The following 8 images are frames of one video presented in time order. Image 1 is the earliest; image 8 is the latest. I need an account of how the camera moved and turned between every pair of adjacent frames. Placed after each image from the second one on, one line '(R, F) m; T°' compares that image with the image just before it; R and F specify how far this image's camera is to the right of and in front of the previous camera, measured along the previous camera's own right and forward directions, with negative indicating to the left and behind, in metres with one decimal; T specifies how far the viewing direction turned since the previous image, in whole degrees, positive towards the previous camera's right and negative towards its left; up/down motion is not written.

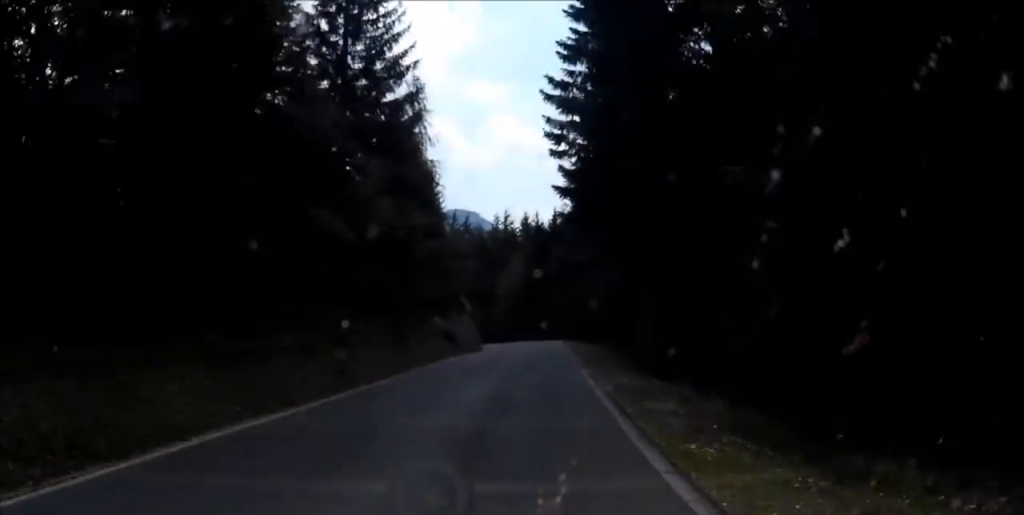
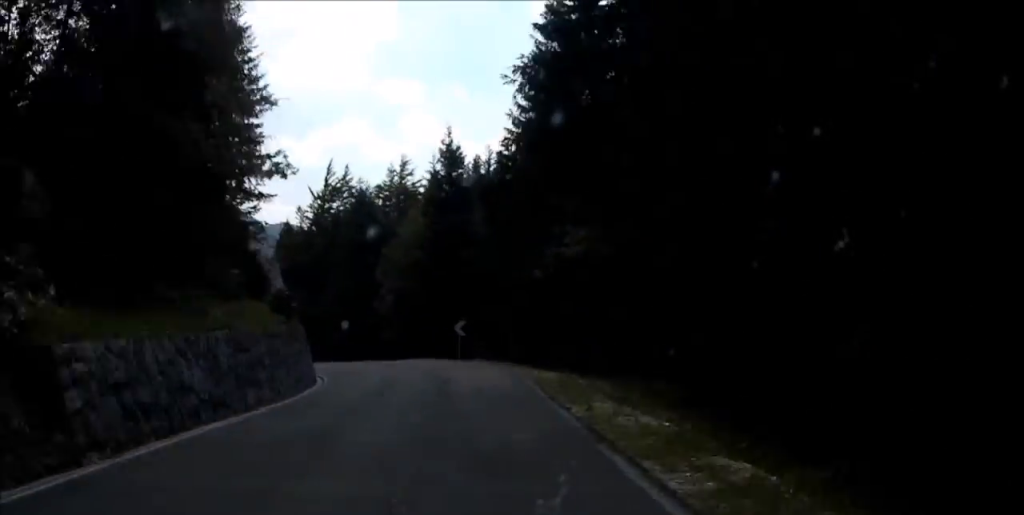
(+2.5, +28.0) m; +3°
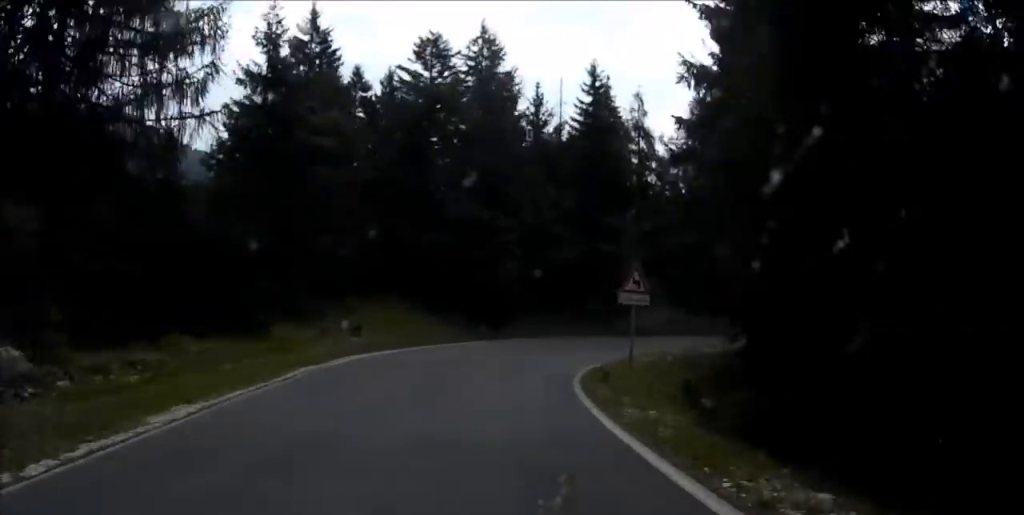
(-12.6, +56.0) m; -18°
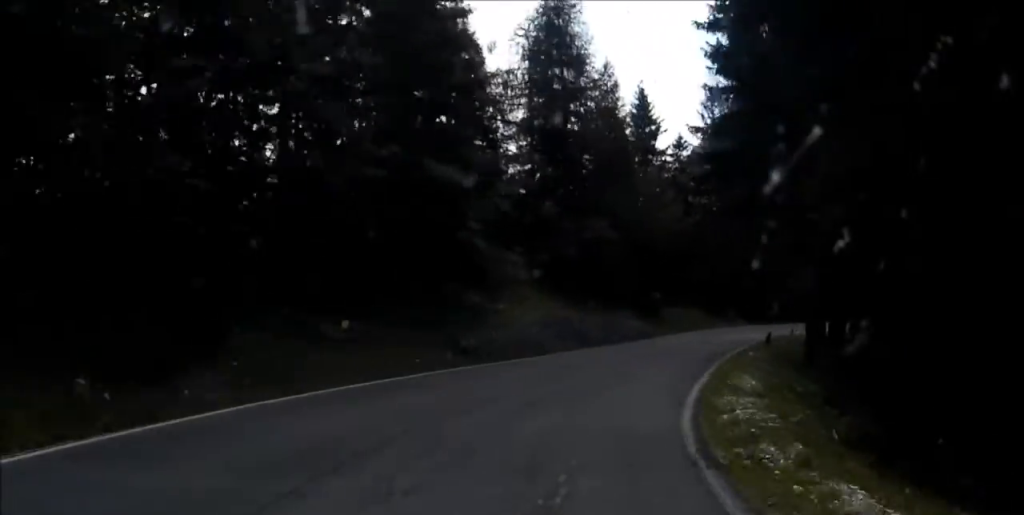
(+1.8, +21.6) m; +15°
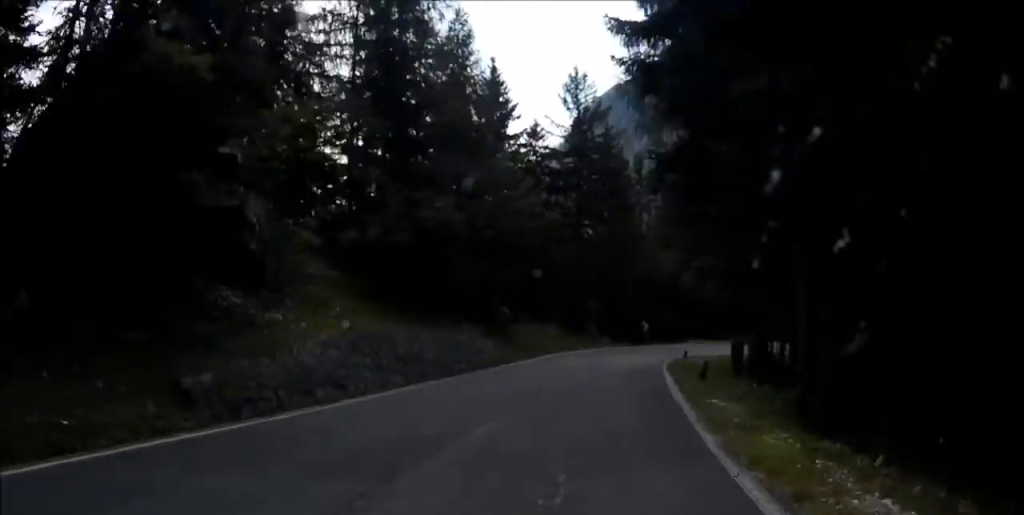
(+0.8, +8.2) m; +7°
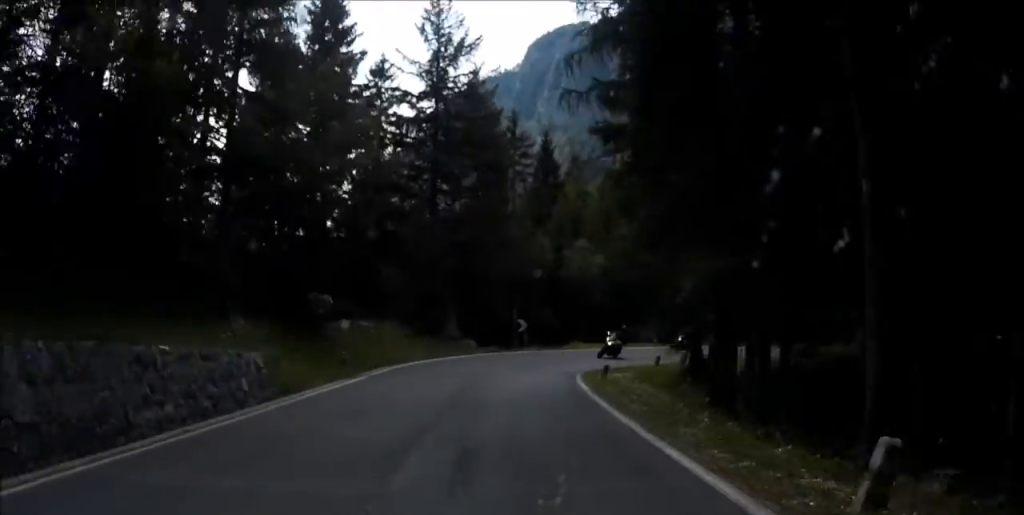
(+1.5, +10.4) m; +9°
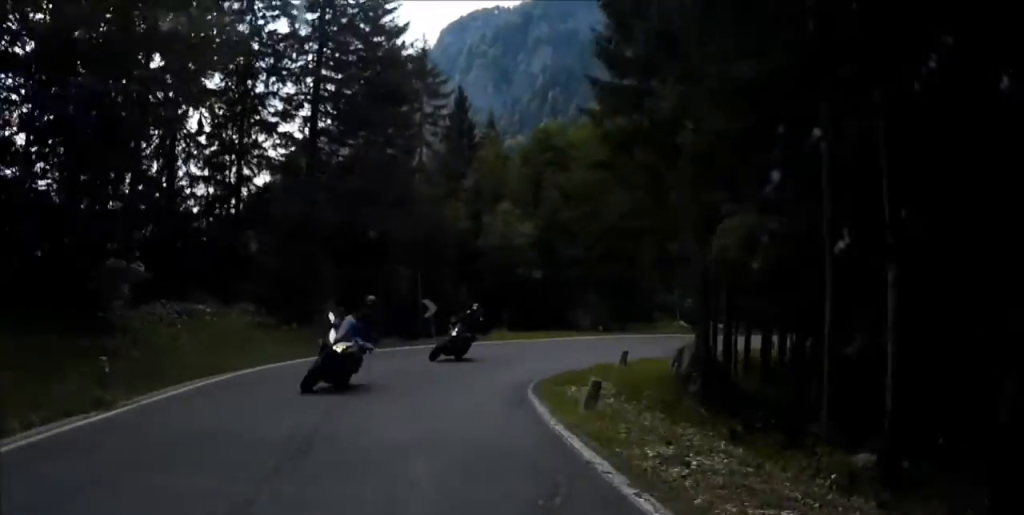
(+0.5, +8.3) m; +8°
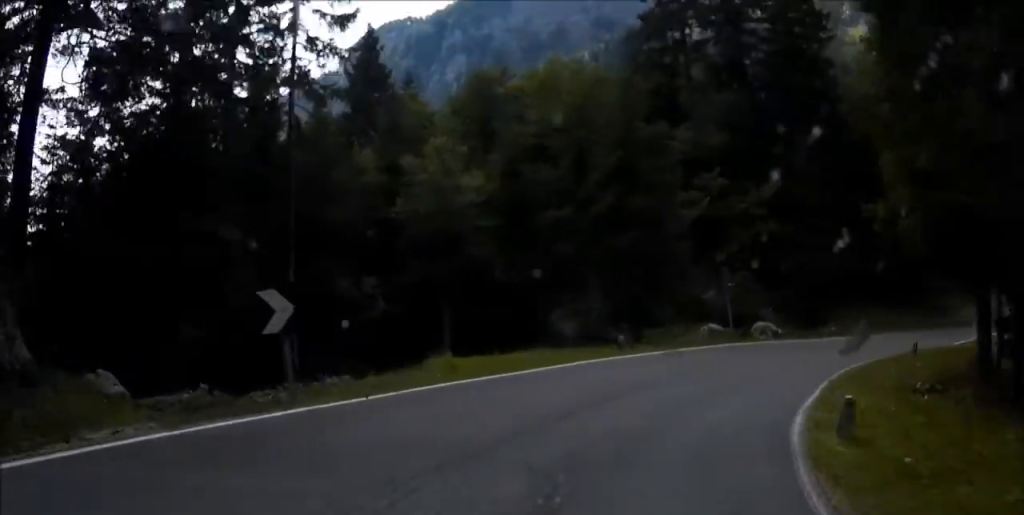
(+3.5, +18.9) m; +36°
